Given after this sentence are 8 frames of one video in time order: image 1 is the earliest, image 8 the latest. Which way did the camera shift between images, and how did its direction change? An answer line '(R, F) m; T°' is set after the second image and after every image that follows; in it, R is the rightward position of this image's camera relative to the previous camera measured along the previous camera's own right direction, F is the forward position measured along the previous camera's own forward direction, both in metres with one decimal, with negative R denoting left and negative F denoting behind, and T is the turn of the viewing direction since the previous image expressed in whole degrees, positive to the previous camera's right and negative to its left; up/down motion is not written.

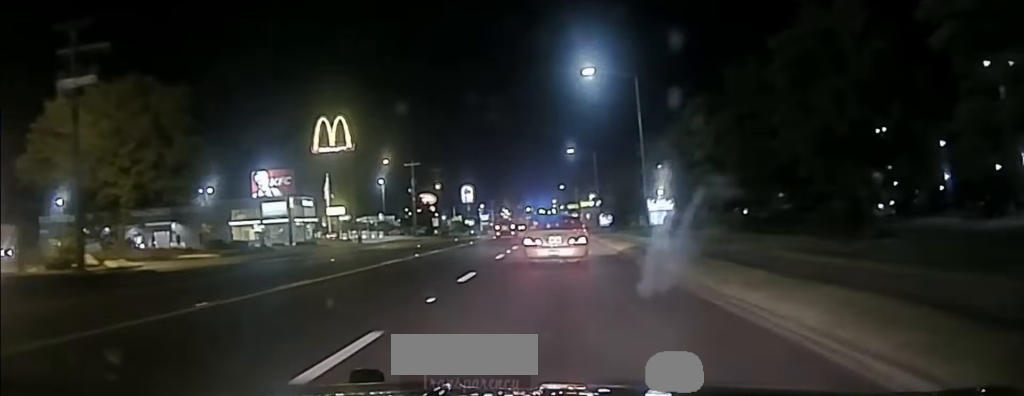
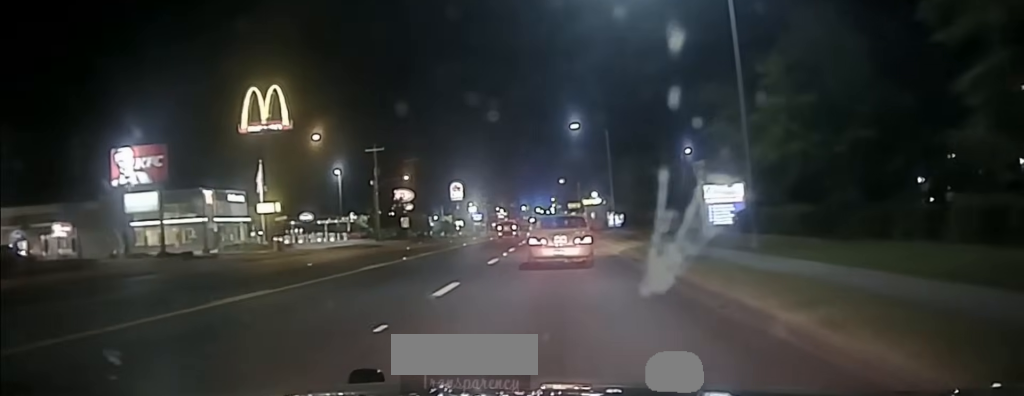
(-0.3, +26.8) m; -2°
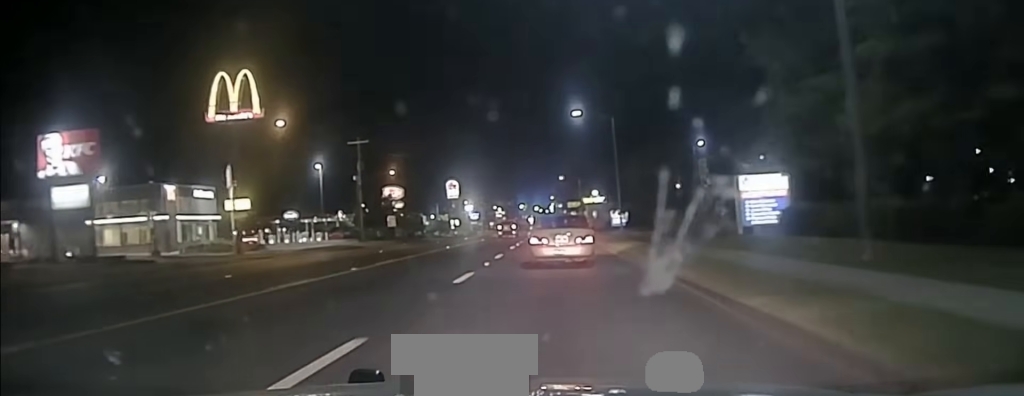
(-0.3, +9.7) m; 0°
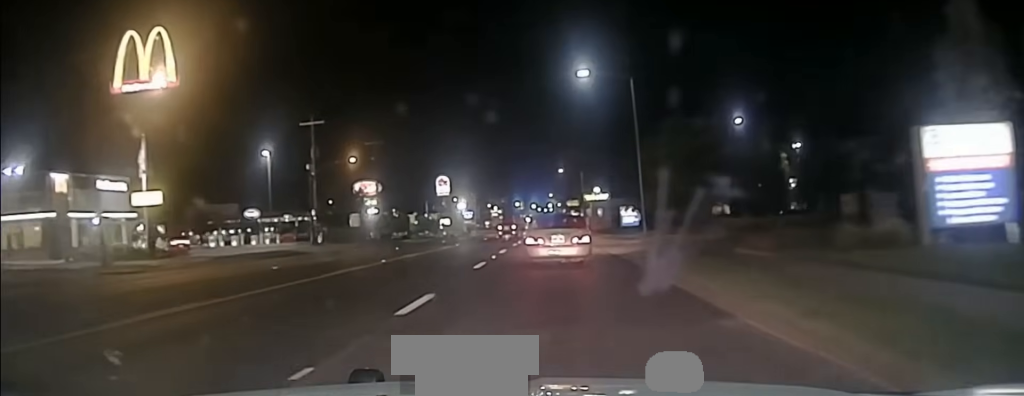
(+0.4, +18.8) m; +2°
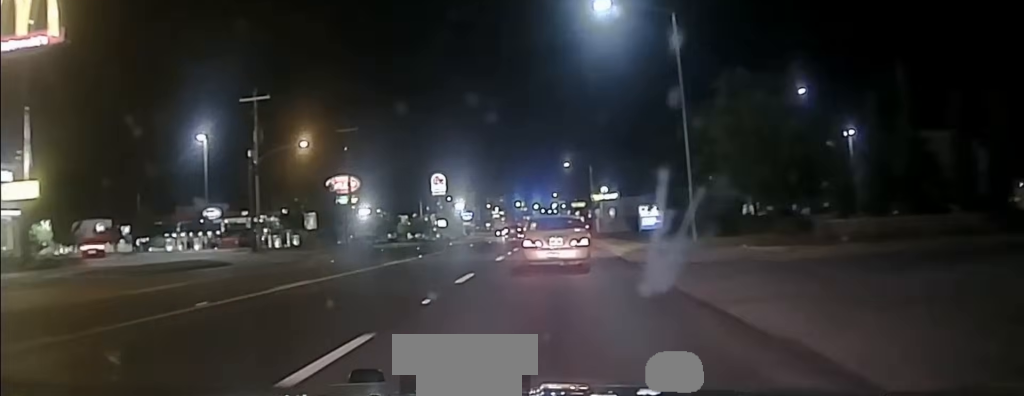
(0.0, +17.7) m; 0°
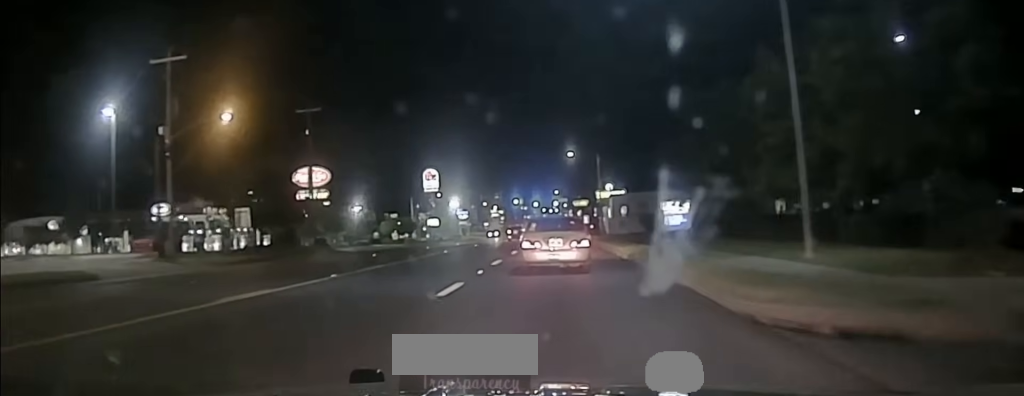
(0.0, +15.4) m; 0°
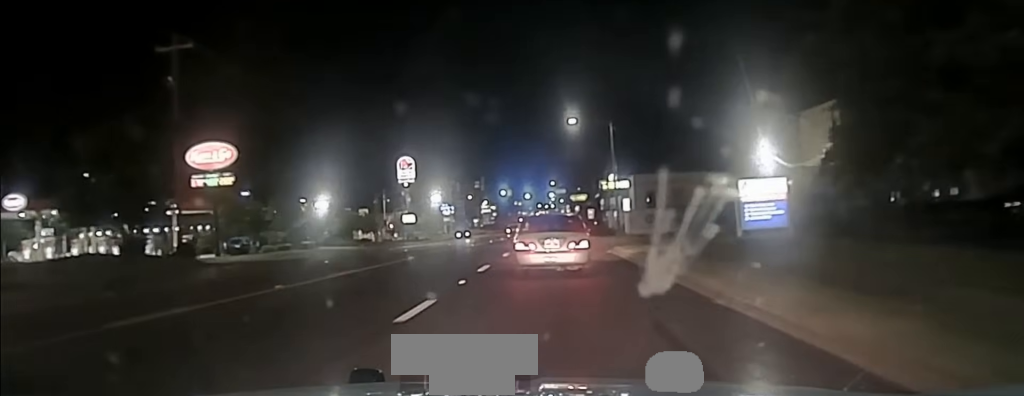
(0.0, +28.6) m; -1°
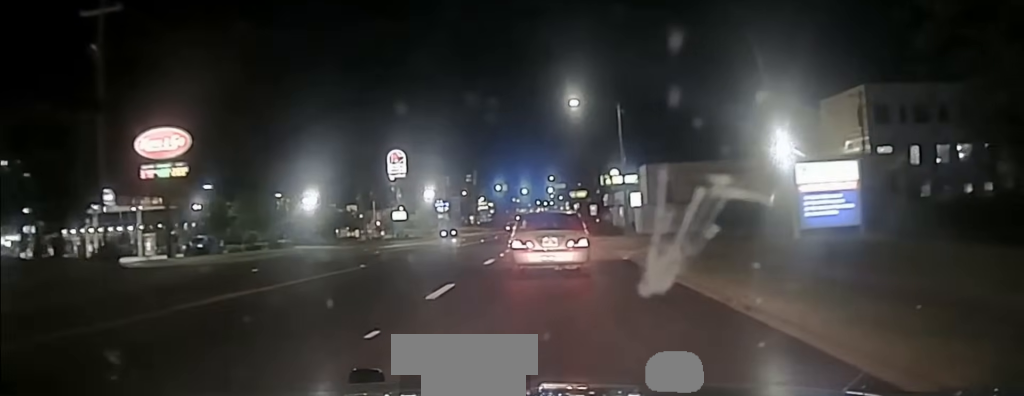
(0.0, +9.2) m; 0°
